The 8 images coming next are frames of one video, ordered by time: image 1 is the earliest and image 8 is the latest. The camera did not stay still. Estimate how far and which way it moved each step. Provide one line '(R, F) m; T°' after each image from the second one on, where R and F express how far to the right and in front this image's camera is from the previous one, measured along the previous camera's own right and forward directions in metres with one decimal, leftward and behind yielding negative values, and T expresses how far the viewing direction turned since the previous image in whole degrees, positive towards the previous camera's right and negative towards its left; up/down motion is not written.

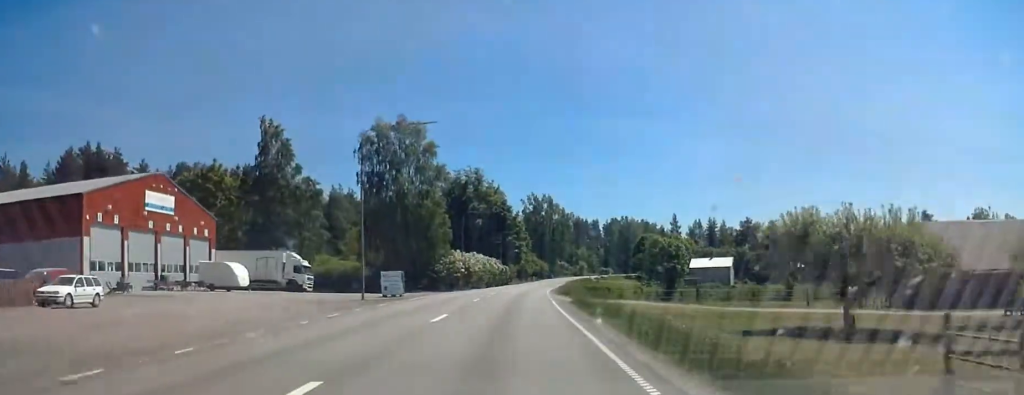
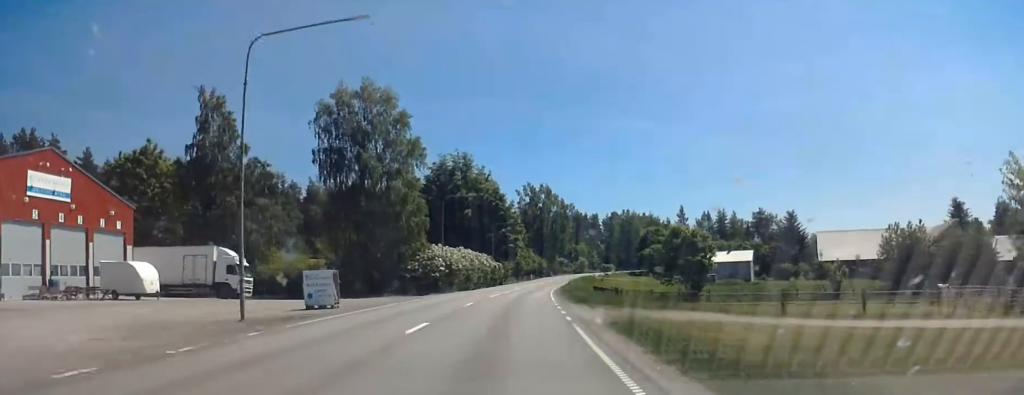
(-0.1, +15.0) m; 0°
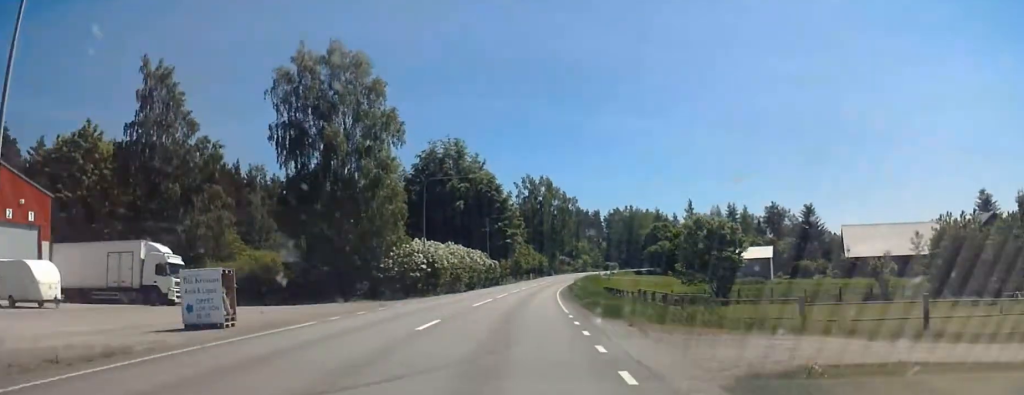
(0.0, +10.9) m; 0°
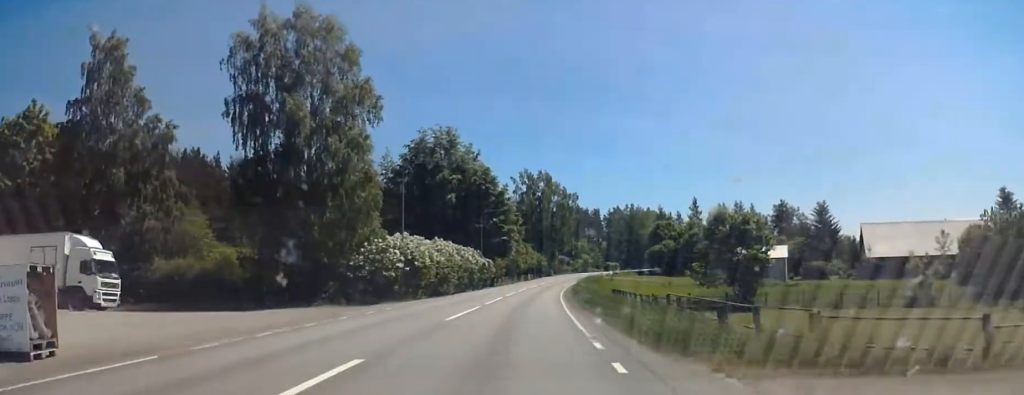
(+0.2, +8.0) m; 0°
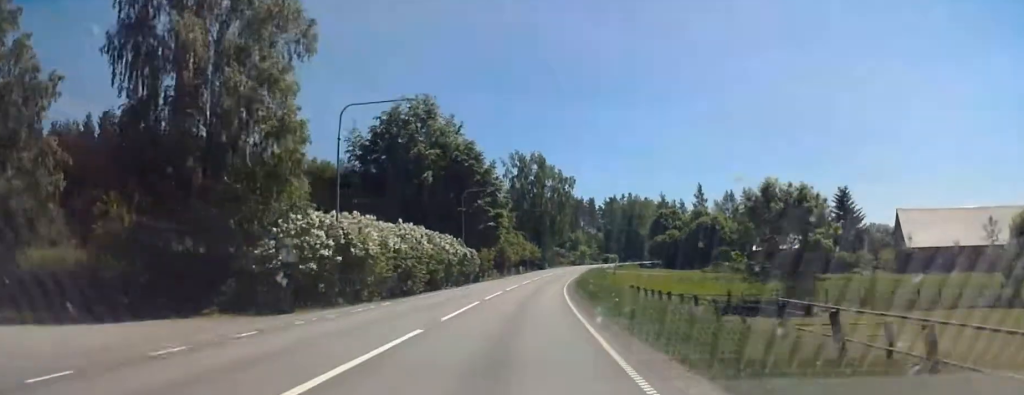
(-0.2, +13.6) m; +1°
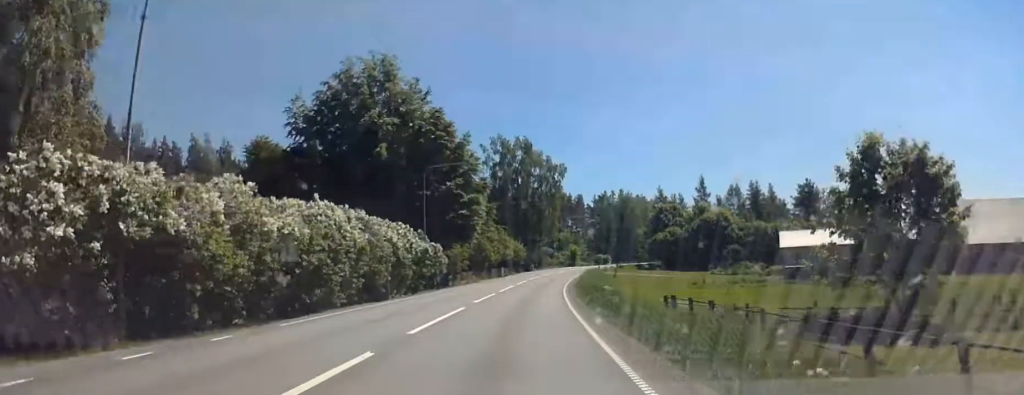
(+0.2, +15.9) m; +3°
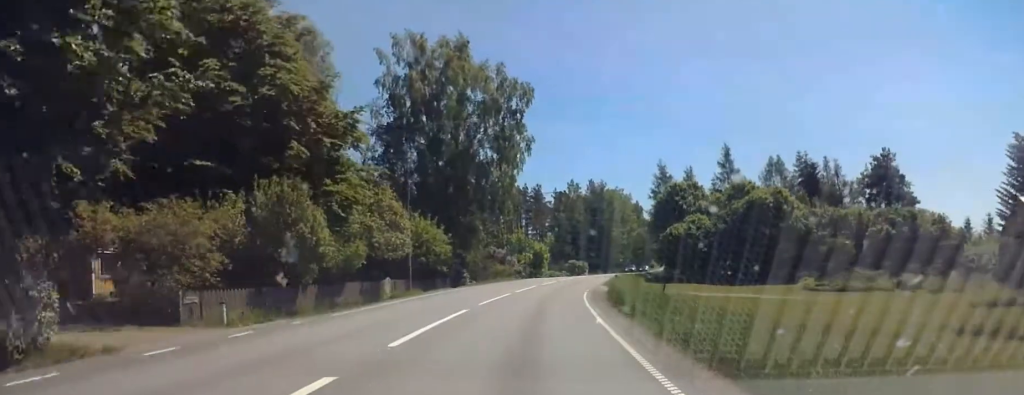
(+2.4, +49.1) m; +4°
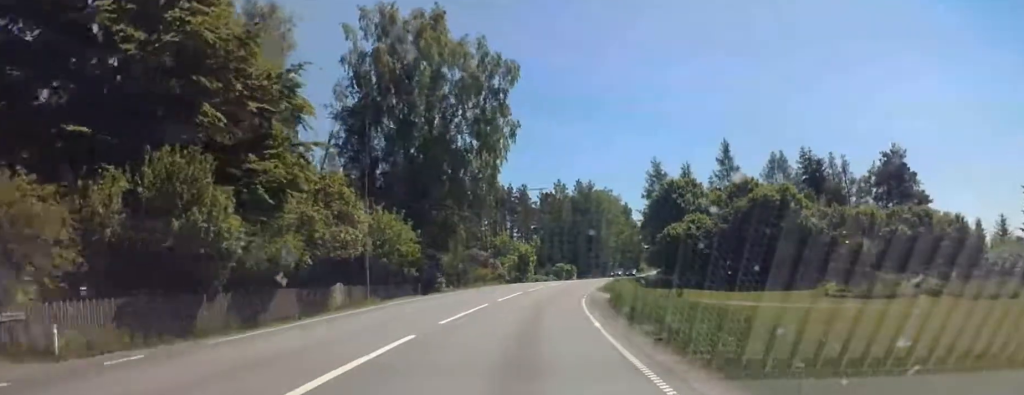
(-0.1, +6.8) m; +1°
